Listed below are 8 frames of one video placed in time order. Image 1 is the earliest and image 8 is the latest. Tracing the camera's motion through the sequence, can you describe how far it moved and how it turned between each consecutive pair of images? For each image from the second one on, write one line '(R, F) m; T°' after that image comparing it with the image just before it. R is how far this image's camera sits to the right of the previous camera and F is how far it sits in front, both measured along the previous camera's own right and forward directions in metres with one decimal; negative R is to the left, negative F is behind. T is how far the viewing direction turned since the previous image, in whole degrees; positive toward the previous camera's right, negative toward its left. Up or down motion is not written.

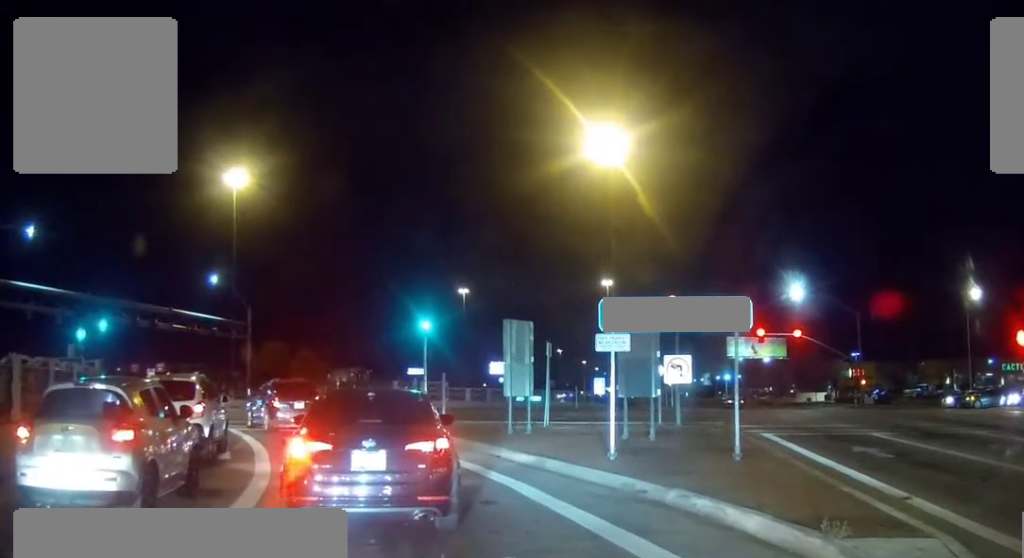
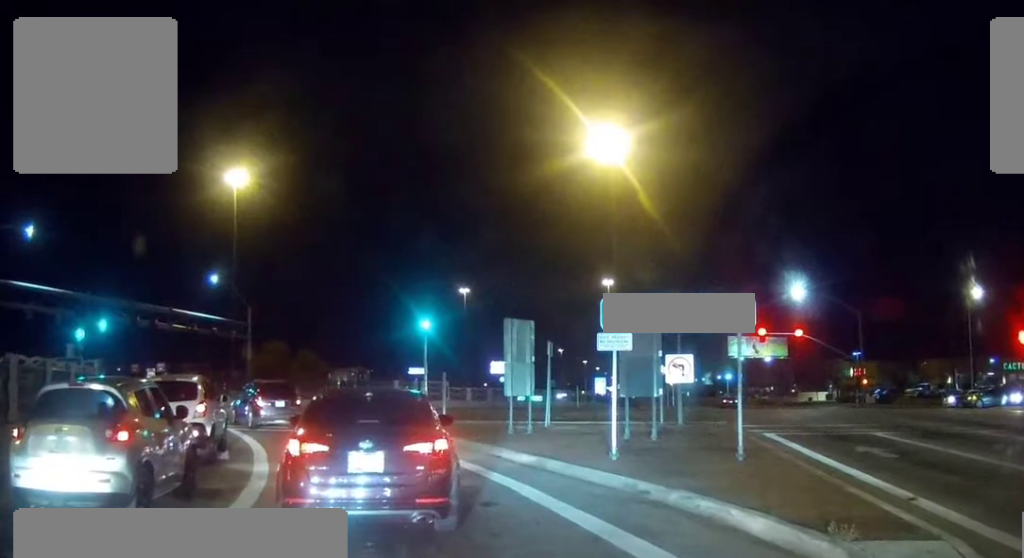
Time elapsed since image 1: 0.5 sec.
(0.0, 0.0) m; 0°
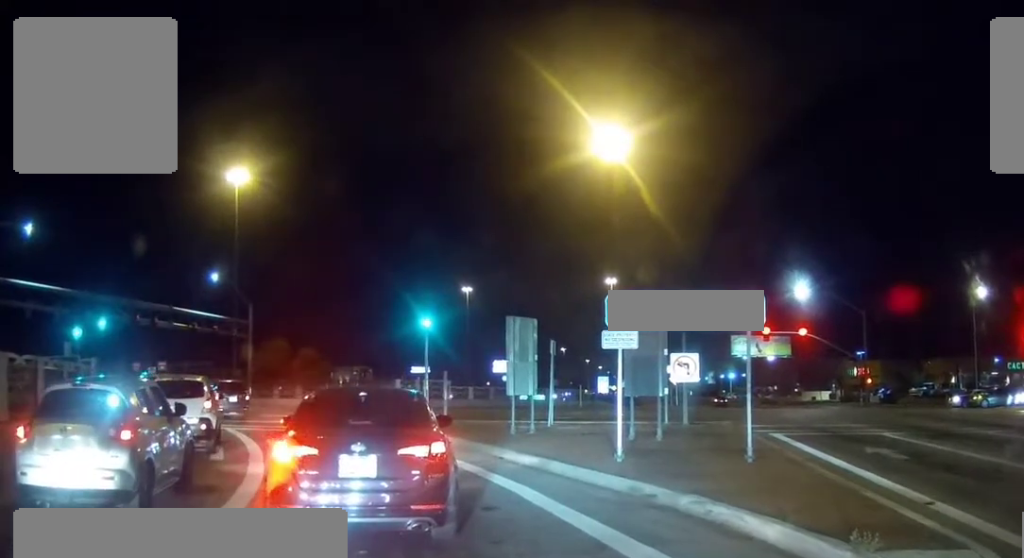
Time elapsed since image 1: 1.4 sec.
(0.0, 0.0) m; 0°
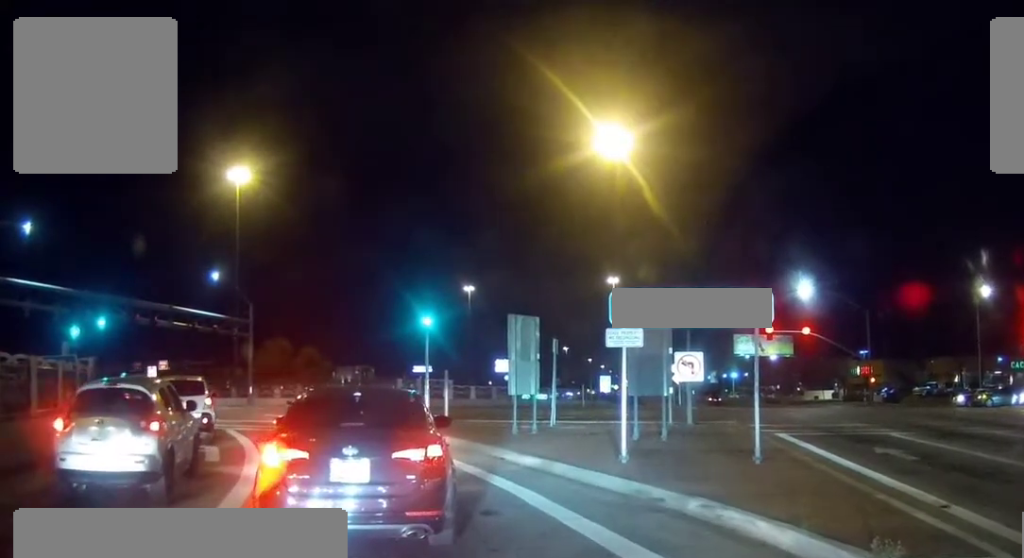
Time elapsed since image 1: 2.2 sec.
(0.0, 0.0) m; 0°
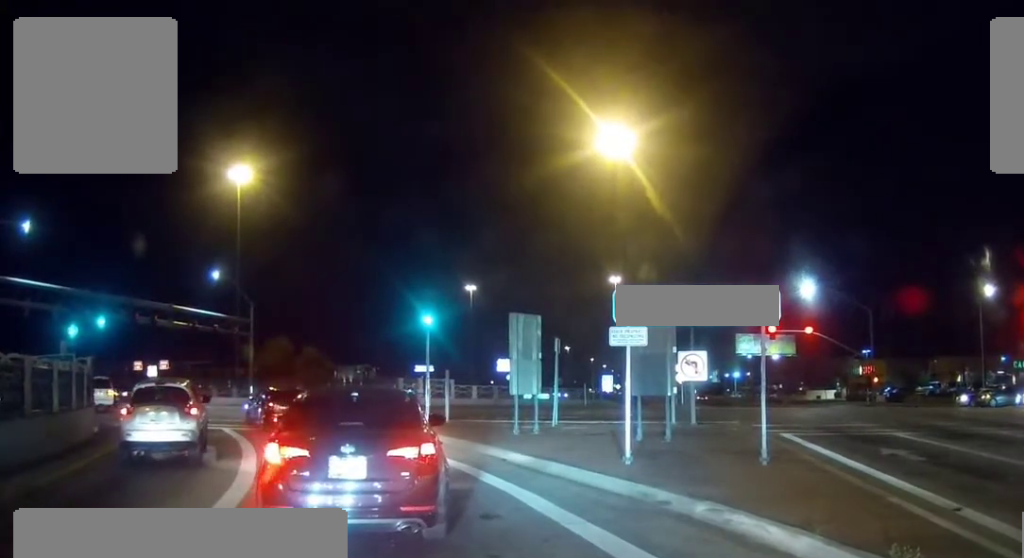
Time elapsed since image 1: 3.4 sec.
(0.0, 0.0) m; 0°
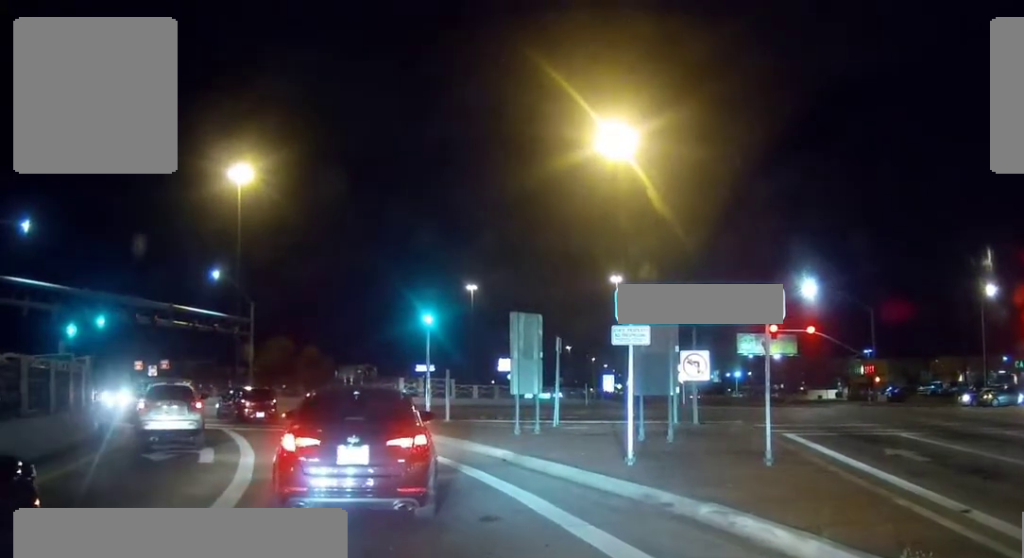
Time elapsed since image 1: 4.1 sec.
(0.0, 0.0) m; 0°
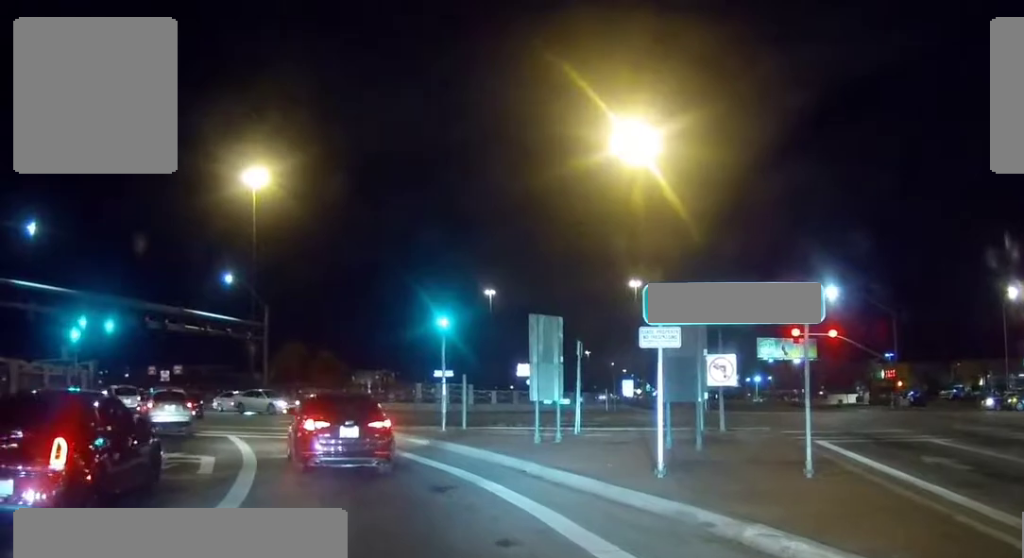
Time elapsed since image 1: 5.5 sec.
(-0.2, +0.8) m; 0°
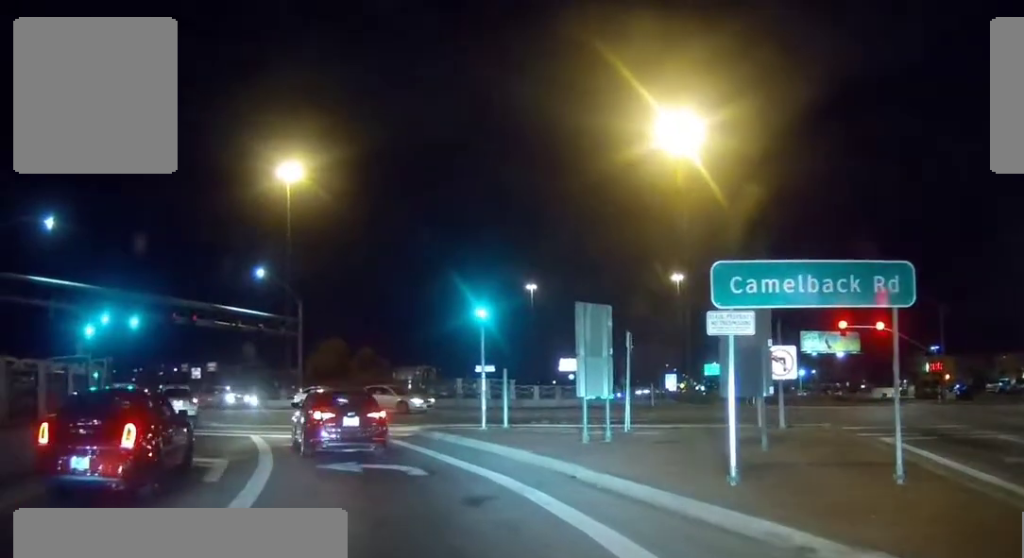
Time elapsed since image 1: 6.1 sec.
(-0.2, +1.1) m; 0°
